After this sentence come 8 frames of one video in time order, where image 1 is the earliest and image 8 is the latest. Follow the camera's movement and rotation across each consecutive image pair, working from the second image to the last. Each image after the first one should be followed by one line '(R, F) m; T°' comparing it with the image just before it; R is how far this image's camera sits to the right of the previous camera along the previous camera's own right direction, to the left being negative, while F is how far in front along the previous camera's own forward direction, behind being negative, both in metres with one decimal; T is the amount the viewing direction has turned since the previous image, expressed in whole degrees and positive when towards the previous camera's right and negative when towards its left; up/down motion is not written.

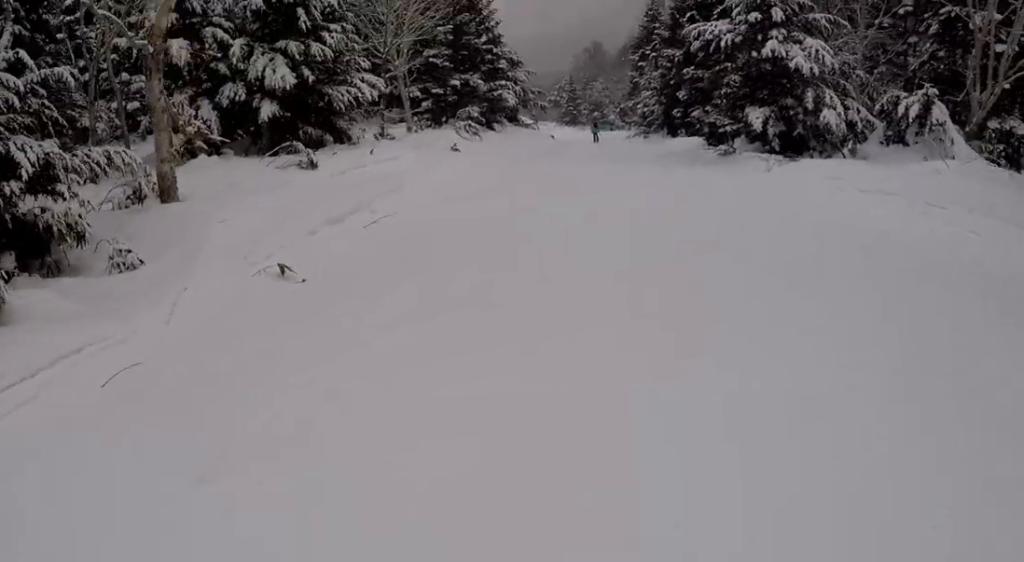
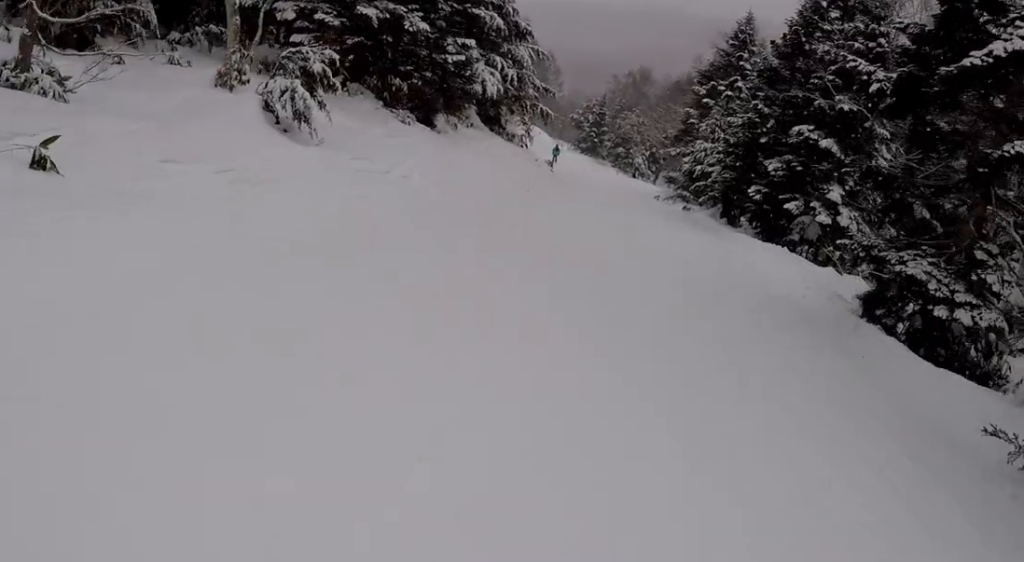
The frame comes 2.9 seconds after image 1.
(-2.0, +17.1) m; -8°
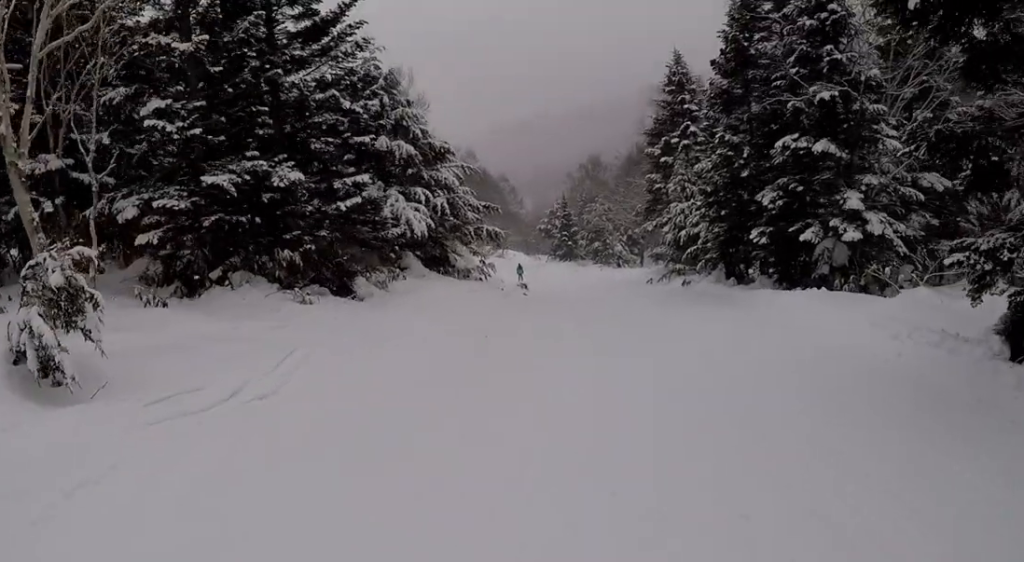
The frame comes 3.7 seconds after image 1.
(-0.4, +4.7) m; -2°
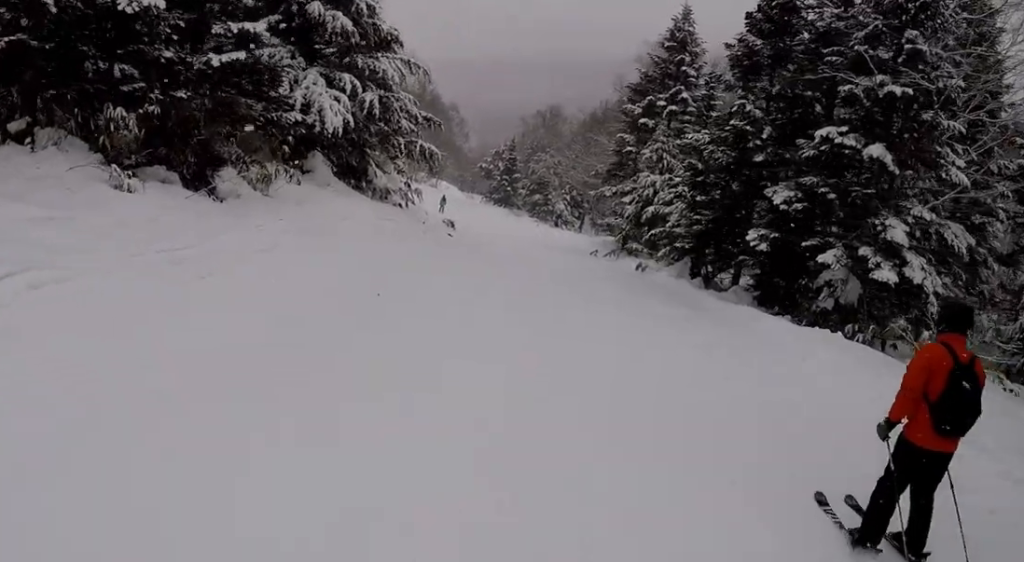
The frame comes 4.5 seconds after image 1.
(-0.2, +4.6) m; +3°
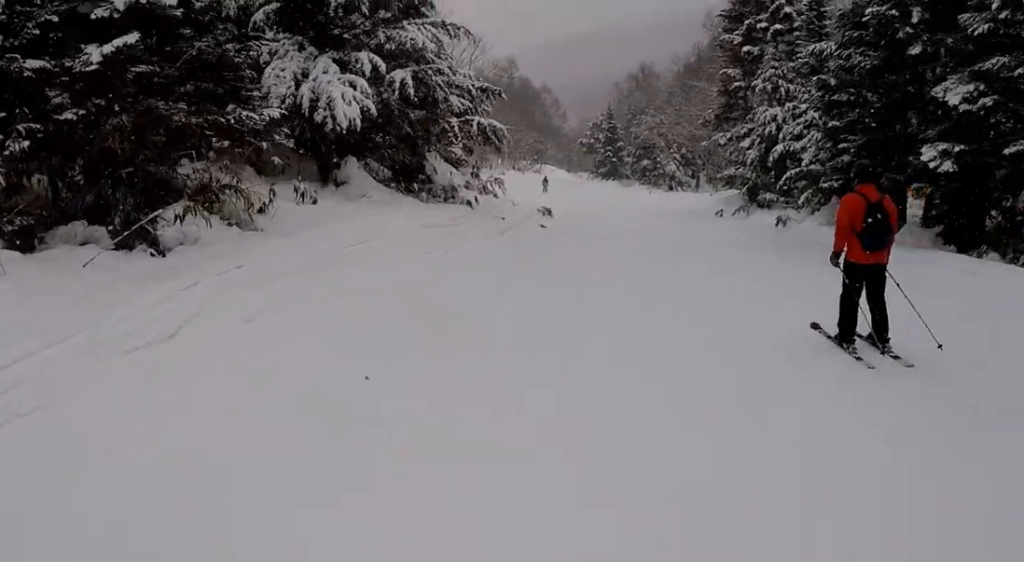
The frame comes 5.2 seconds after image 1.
(+0.4, +4.3) m; +8°
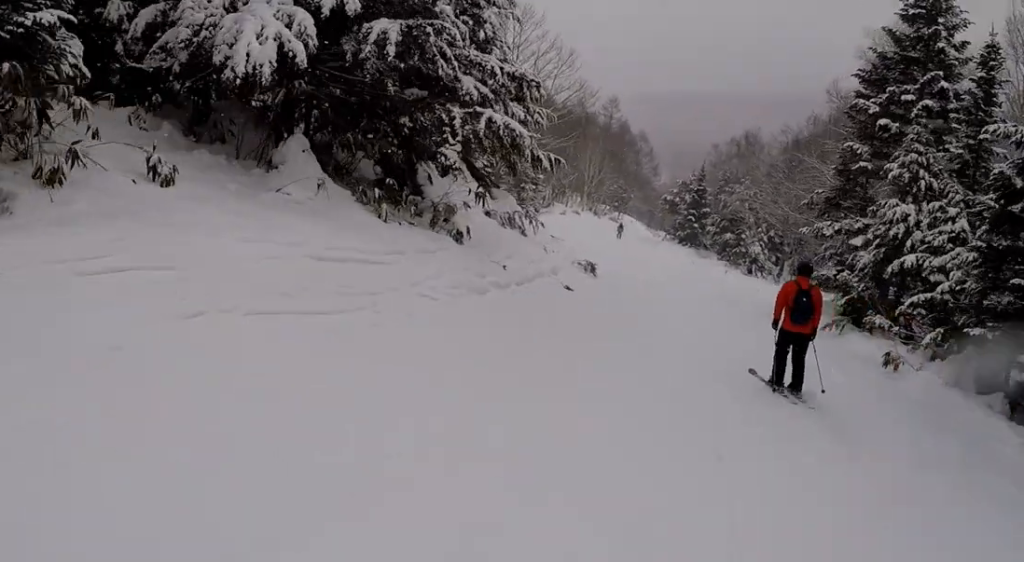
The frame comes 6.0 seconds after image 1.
(+0.4, +5.1) m; -8°
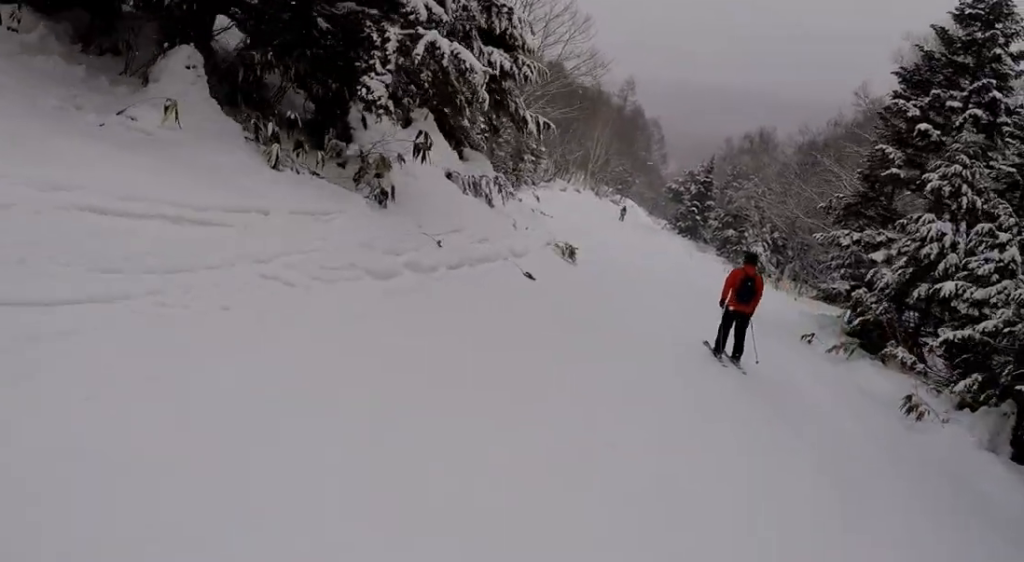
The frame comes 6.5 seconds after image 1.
(-0.4, +2.6) m; -2°
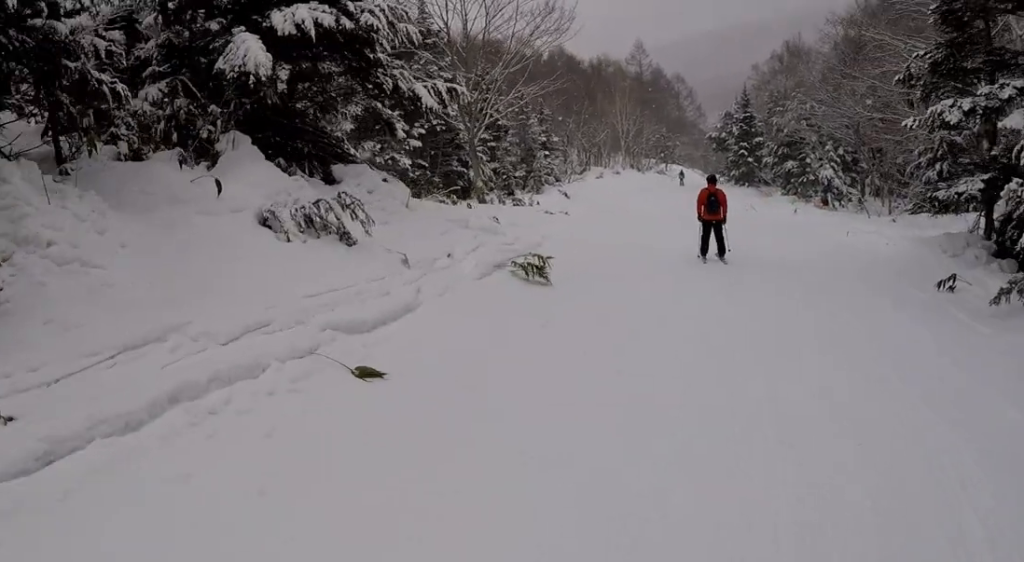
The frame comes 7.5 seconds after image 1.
(-0.5, +6.1) m; -3°
